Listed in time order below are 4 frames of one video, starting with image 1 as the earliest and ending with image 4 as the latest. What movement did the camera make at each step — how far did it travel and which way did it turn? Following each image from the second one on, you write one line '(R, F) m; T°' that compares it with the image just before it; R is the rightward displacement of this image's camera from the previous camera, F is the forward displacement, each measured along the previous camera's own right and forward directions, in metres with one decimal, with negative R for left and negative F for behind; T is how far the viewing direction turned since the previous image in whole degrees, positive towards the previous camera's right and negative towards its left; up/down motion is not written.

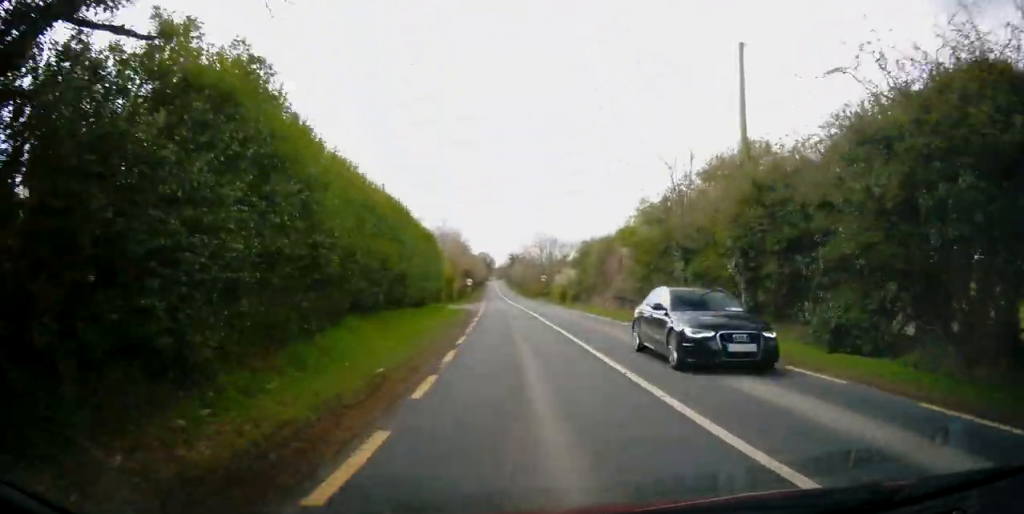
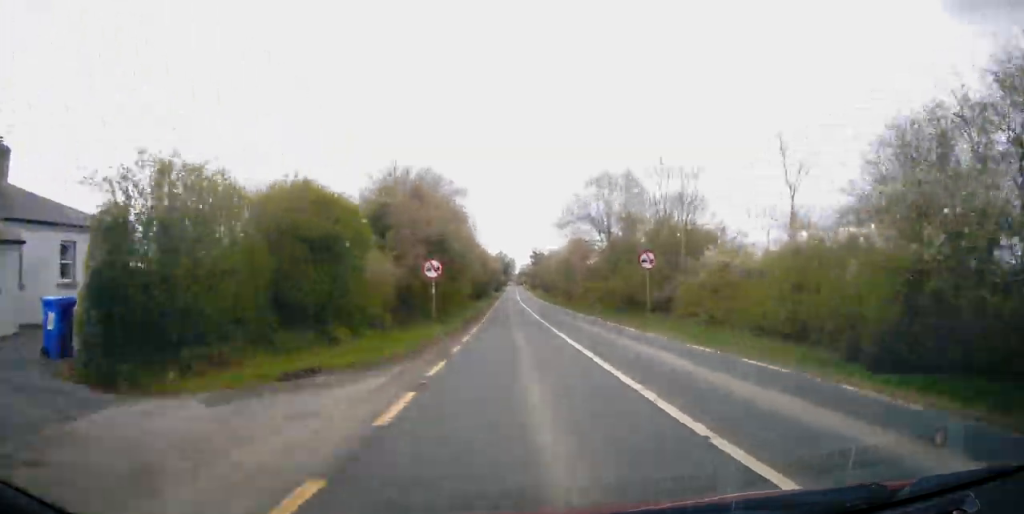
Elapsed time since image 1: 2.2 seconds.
(-1.4, +49.7) m; -3°
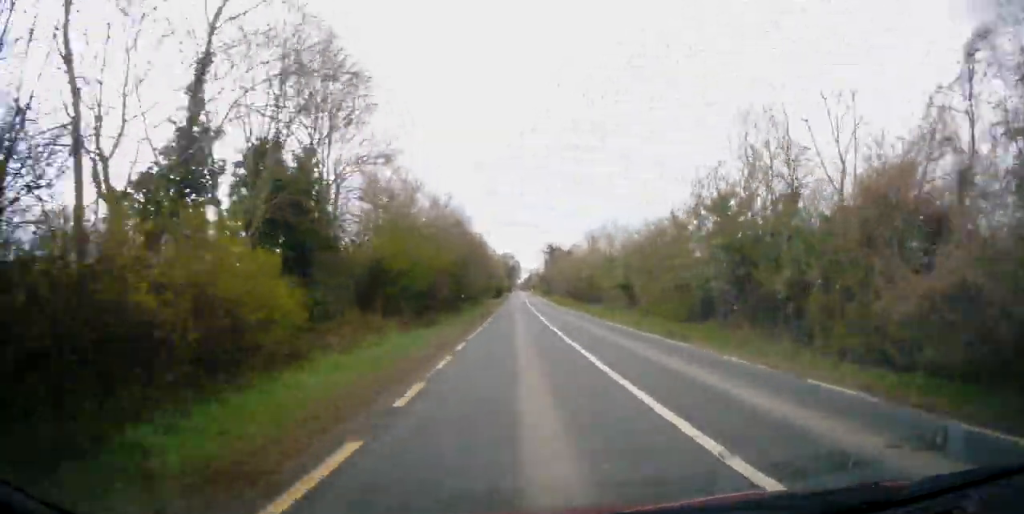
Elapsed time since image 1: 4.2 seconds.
(-0.5, +46.2) m; -1°
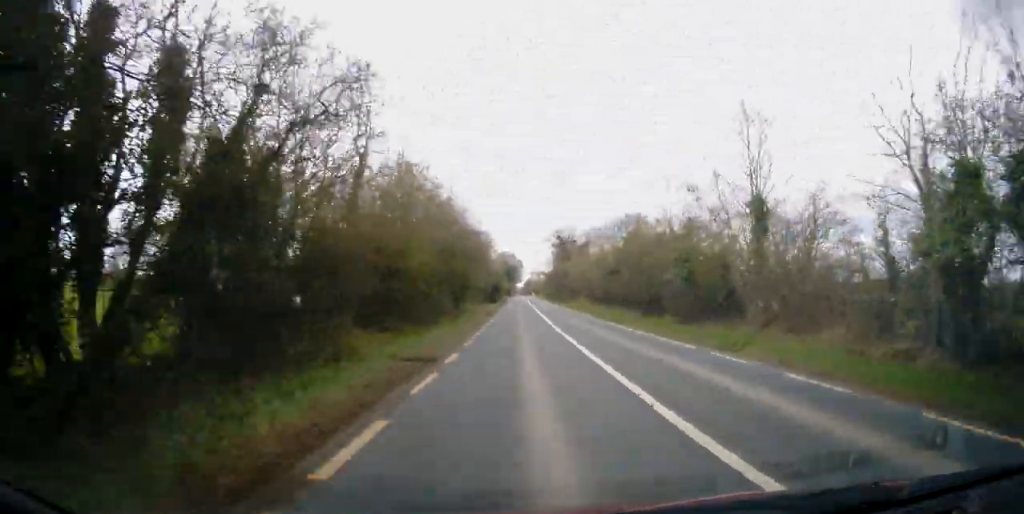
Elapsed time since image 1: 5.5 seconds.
(-0.2, +30.5) m; 0°
